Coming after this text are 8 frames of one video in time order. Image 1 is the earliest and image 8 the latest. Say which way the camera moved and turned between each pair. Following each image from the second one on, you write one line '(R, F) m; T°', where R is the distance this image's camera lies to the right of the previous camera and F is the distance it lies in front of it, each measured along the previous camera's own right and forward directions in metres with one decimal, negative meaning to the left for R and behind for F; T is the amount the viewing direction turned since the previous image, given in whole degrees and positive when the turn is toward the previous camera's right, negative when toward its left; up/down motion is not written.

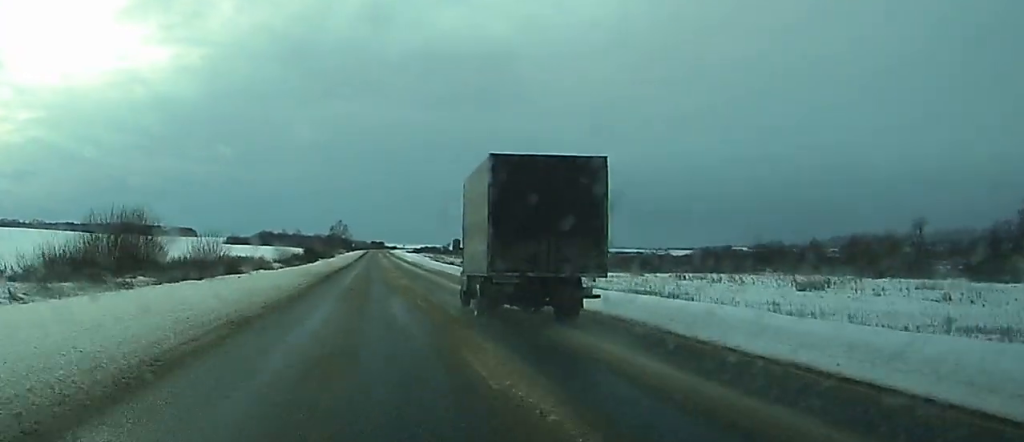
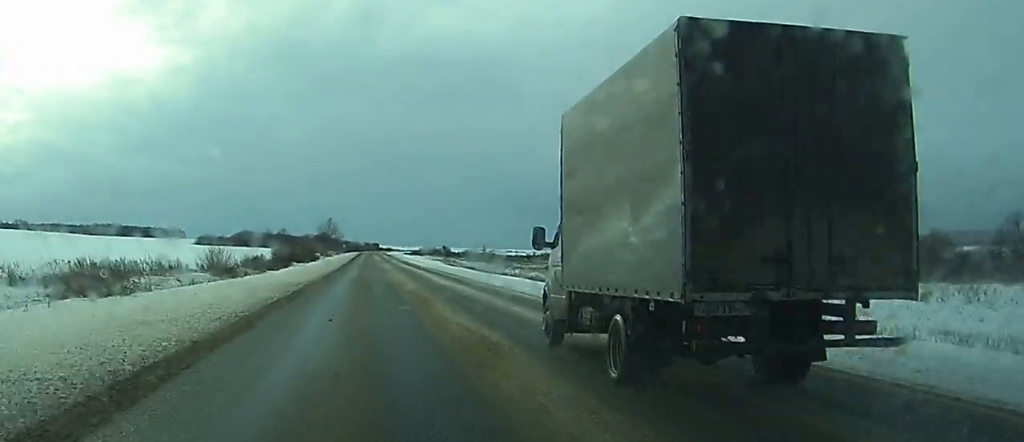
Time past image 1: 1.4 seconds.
(0.0, +40.9) m; 0°
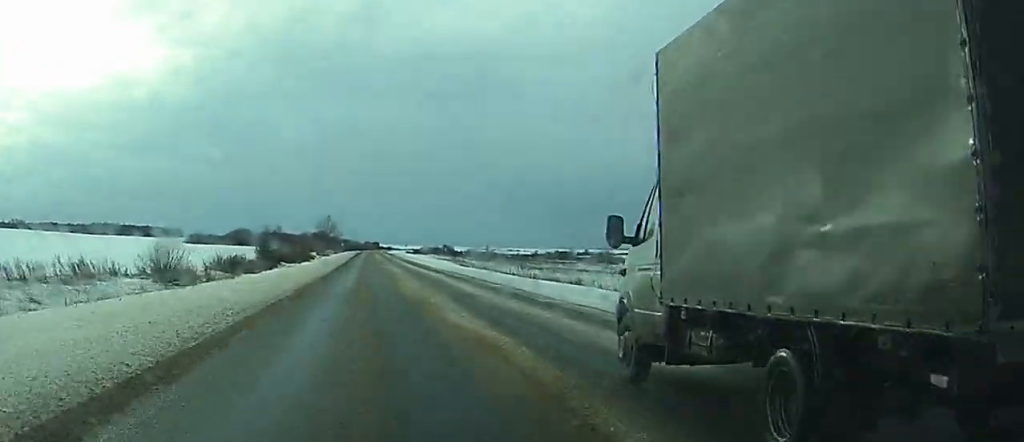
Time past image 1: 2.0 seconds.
(0.0, +15.3) m; 0°
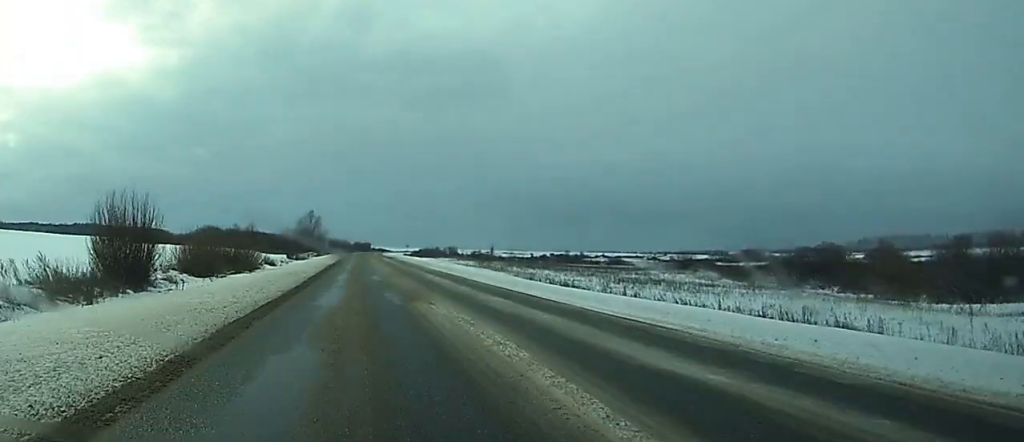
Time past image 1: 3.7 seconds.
(+0.4, +50.8) m; +1°
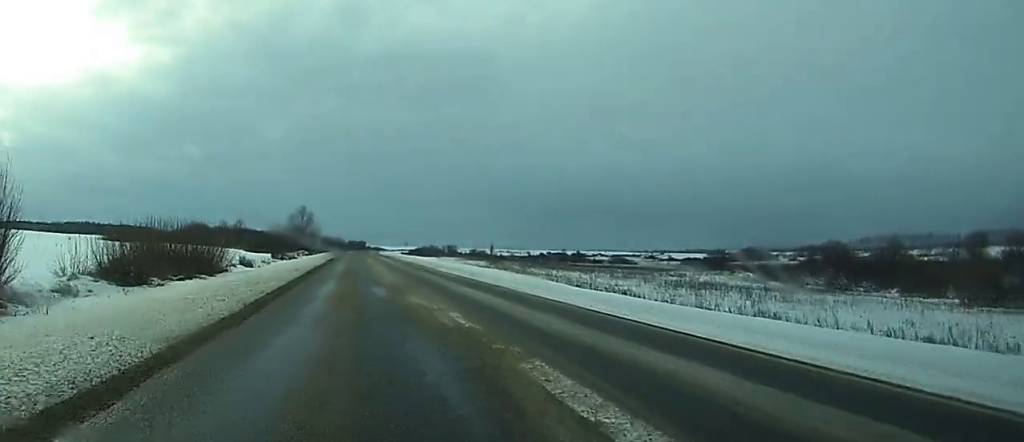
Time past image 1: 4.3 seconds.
(+0.1, +15.2) m; 0°
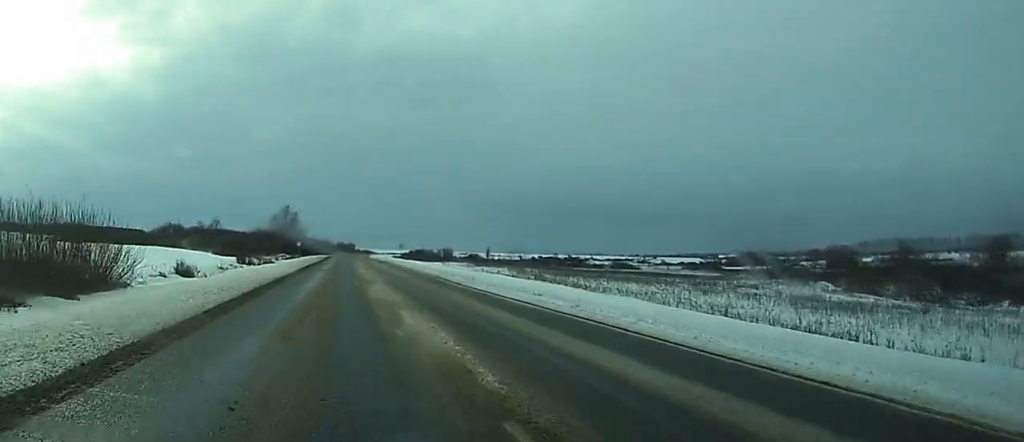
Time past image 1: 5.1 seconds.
(+0.1, +22.8) m; 0°
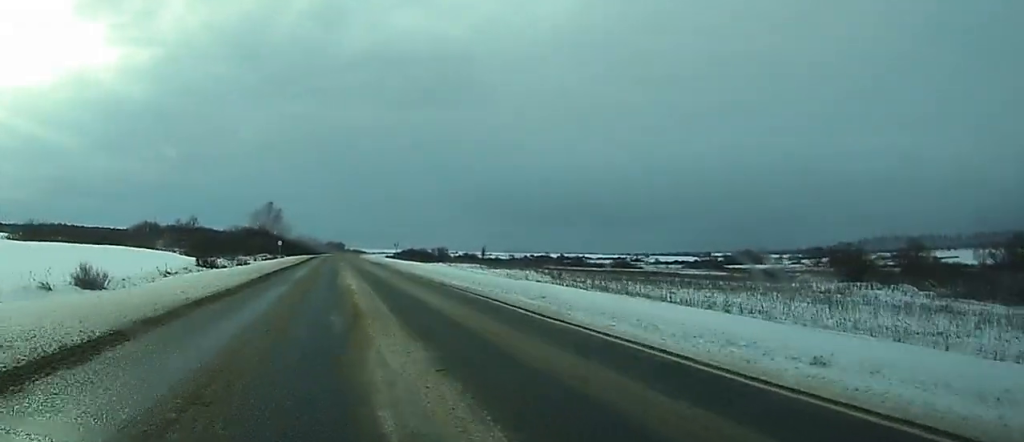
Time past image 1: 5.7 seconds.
(0.0, +17.9) m; 0°
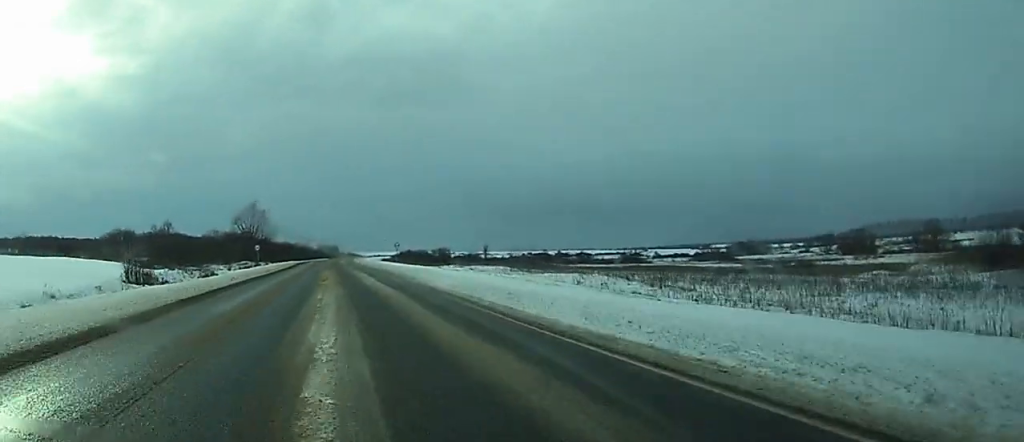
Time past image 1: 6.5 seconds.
(+0.1, +21.5) m; 0°
